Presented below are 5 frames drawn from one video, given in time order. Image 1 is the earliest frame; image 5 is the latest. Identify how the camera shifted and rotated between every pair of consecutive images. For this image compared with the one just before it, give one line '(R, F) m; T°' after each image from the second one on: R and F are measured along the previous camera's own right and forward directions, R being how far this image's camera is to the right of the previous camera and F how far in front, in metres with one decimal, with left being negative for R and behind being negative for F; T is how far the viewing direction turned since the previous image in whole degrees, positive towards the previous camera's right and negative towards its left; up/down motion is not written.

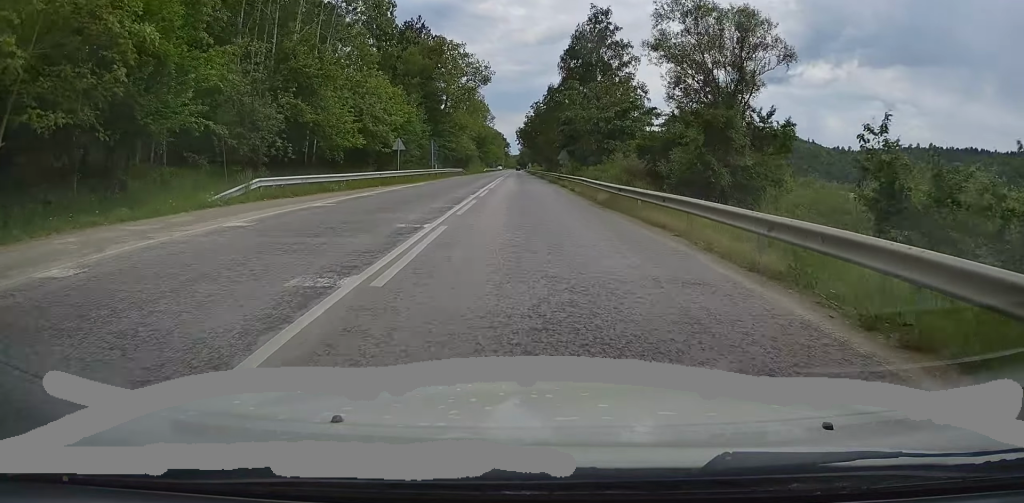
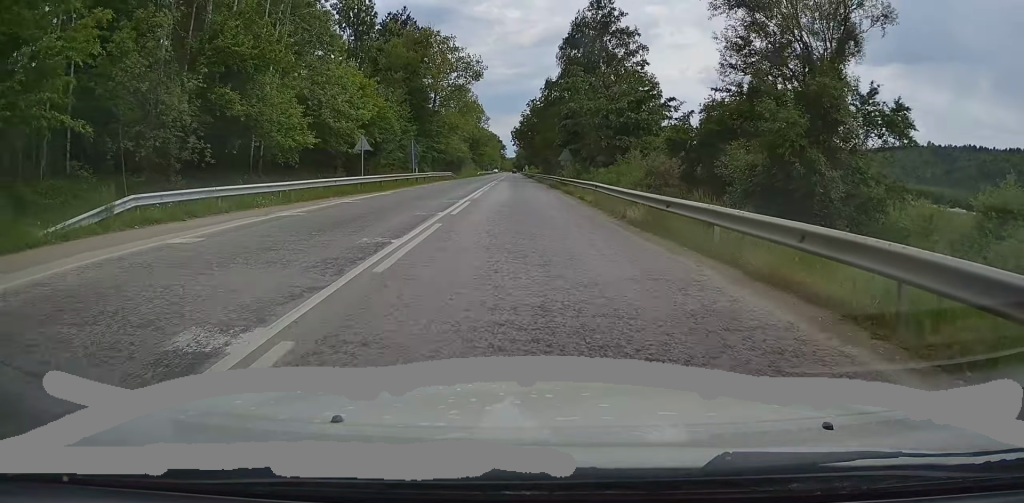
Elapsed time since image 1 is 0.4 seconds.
(0.0, +8.0) m; 0°
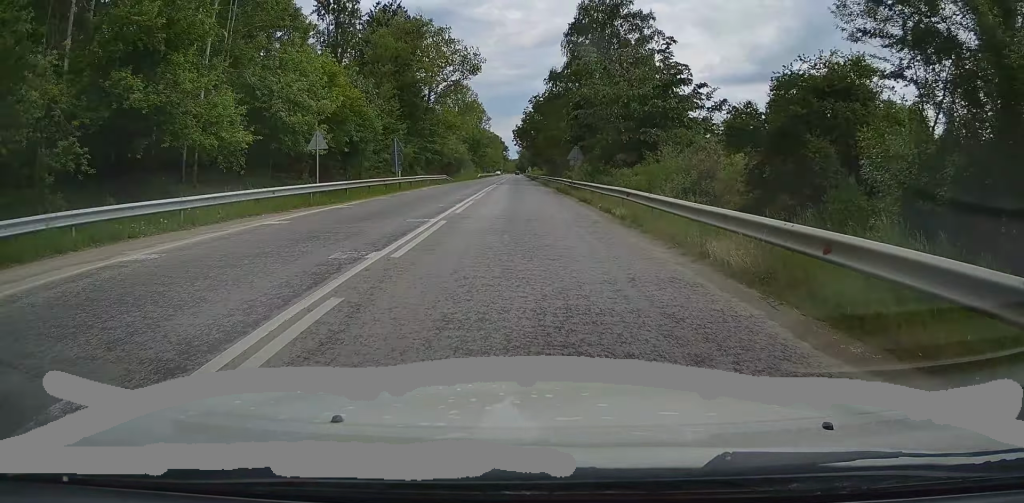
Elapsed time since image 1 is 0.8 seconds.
(-0.2, +7.4) m; 0°
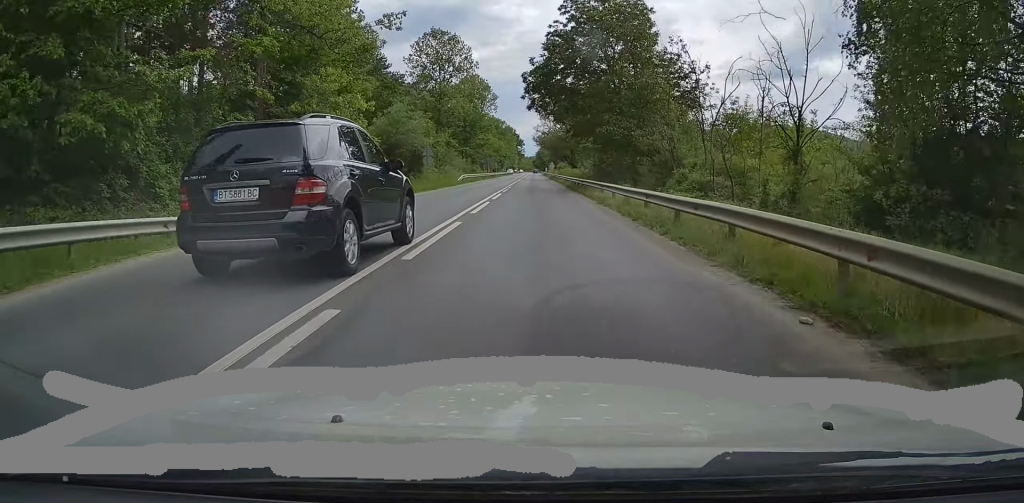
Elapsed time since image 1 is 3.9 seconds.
(-0.5, +57.4) m; -1°
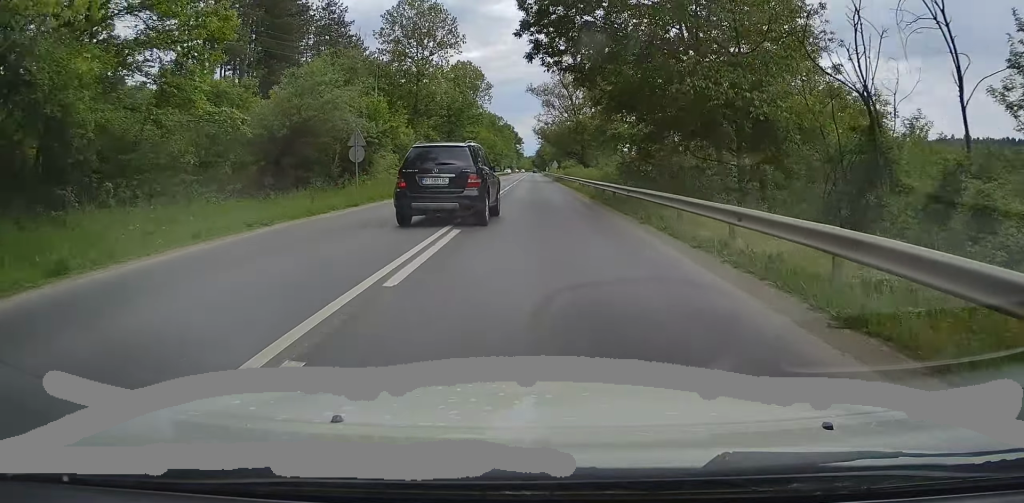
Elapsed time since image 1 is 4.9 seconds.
(0.0, +19.6) m; +1°
